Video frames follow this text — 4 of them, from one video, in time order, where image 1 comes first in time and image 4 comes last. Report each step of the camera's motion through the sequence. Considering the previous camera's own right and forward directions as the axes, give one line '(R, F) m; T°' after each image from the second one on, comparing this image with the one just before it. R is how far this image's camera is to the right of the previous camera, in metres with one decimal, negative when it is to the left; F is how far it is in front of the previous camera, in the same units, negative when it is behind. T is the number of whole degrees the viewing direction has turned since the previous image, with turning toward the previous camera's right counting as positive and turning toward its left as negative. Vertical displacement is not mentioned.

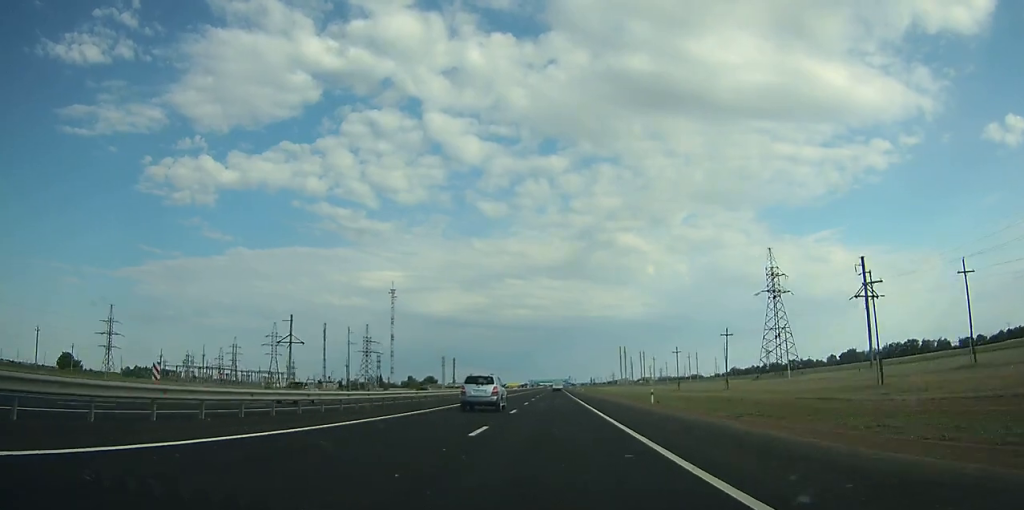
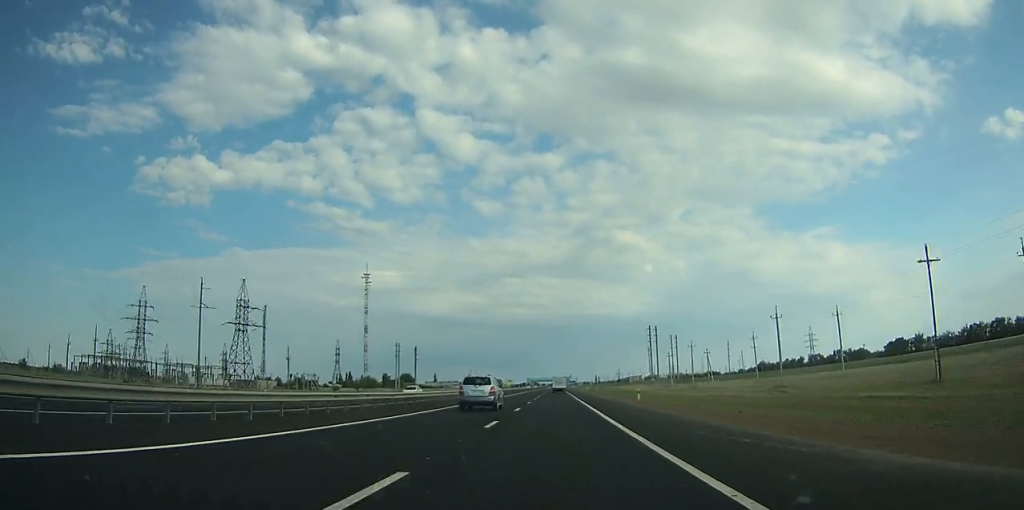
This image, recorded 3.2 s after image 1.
(0.0, +93.3) m; 0°
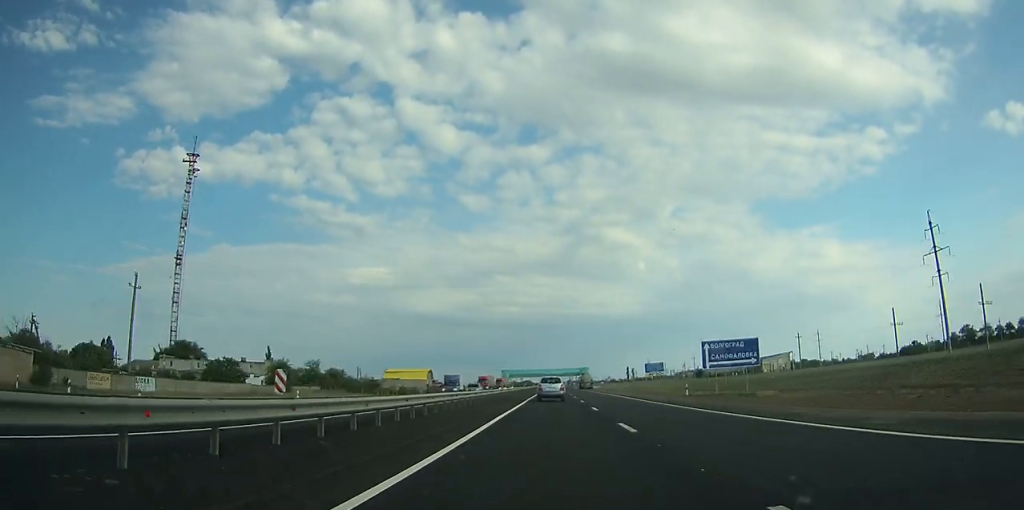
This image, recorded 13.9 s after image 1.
(-1.7, +300.6) m; 0°
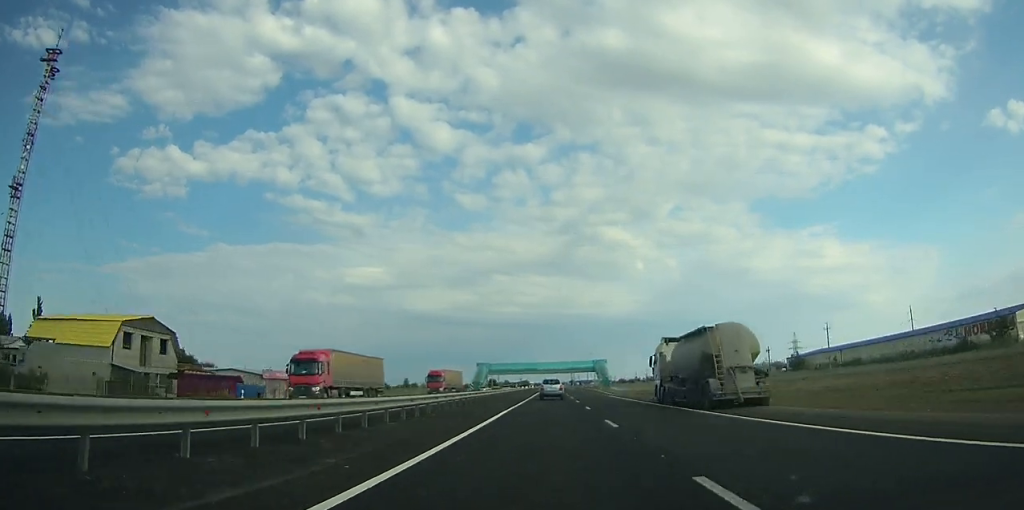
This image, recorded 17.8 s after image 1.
(+0.2, +108.4) m; 0°
